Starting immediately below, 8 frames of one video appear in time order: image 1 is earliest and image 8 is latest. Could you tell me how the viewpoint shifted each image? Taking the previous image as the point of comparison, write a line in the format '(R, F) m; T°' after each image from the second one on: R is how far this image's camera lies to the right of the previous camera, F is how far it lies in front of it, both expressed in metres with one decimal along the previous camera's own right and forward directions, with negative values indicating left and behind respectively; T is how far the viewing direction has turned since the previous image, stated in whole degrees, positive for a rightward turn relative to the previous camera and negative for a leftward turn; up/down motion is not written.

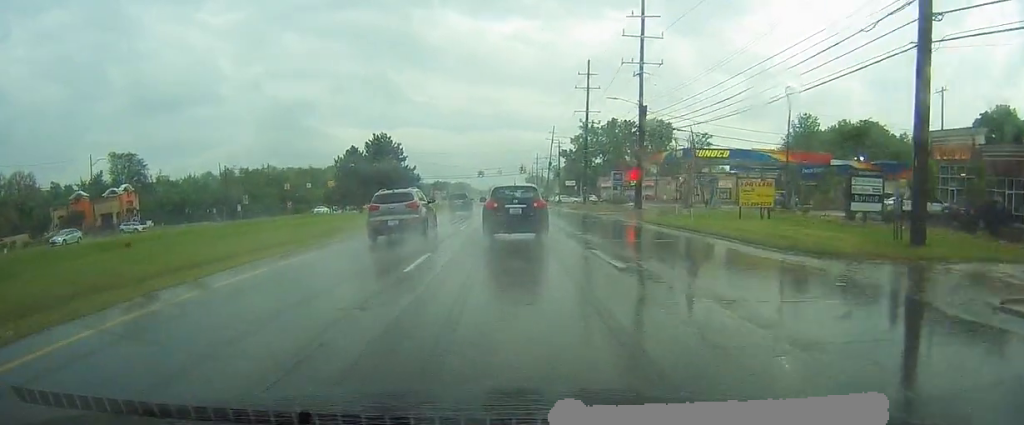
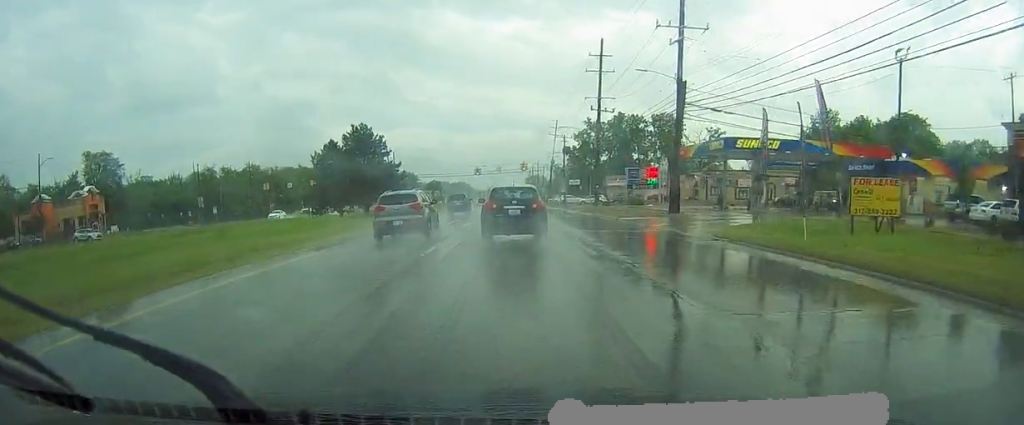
(0.0, +12.0) m; 0°
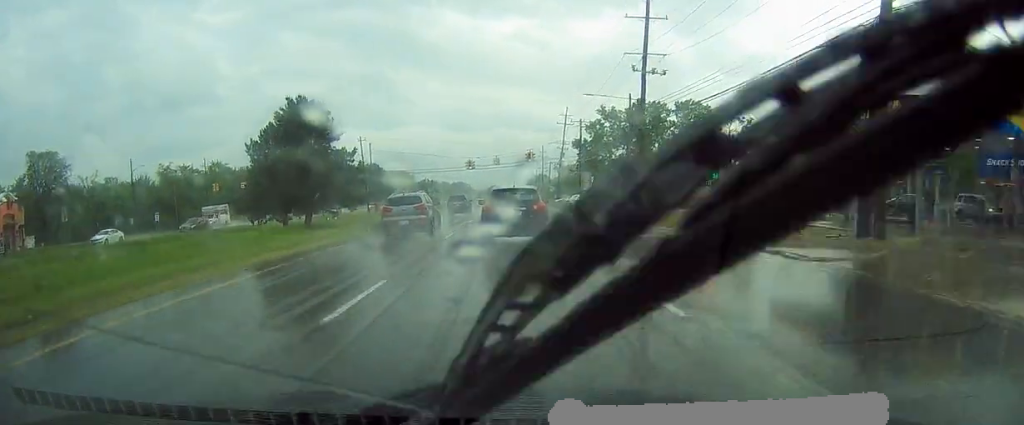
(0.0, +23.6) m; -1°
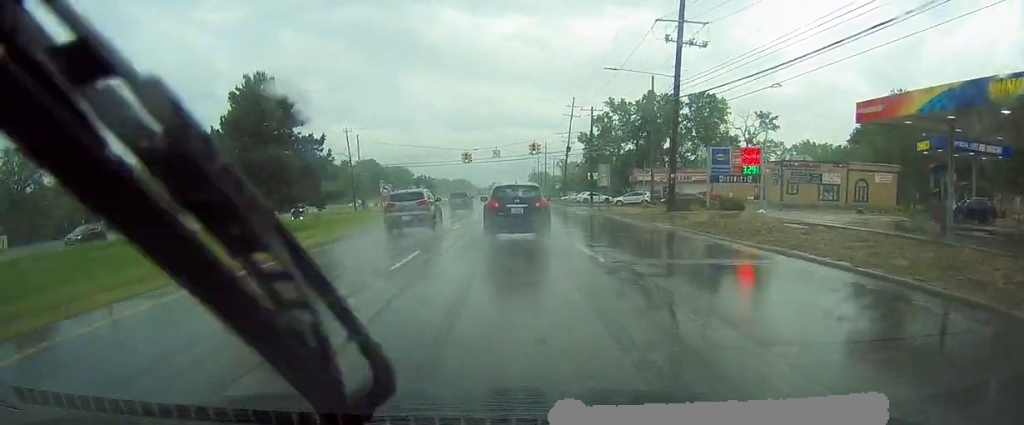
(-0.1, +9.8) m; 0°
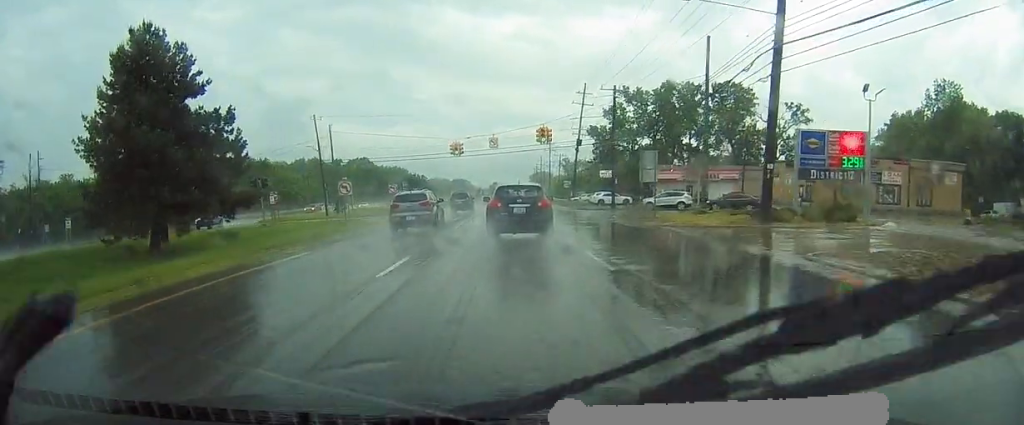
(-0.1, +15.7) m; +1°
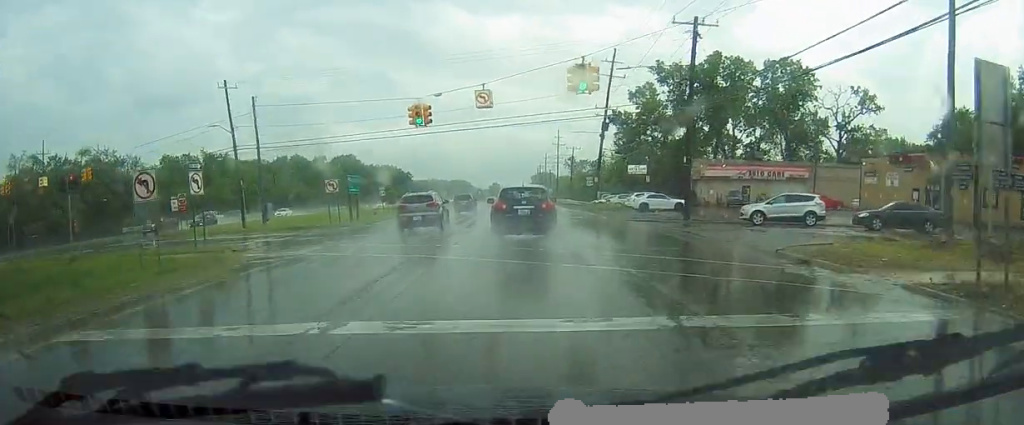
(+0.3, +26.1) m; 0°
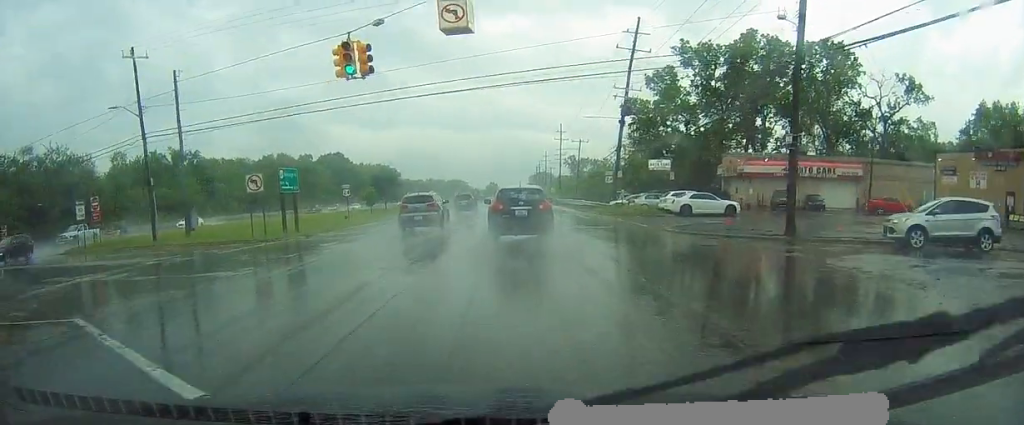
(-0.2, +14.5) m; 0°
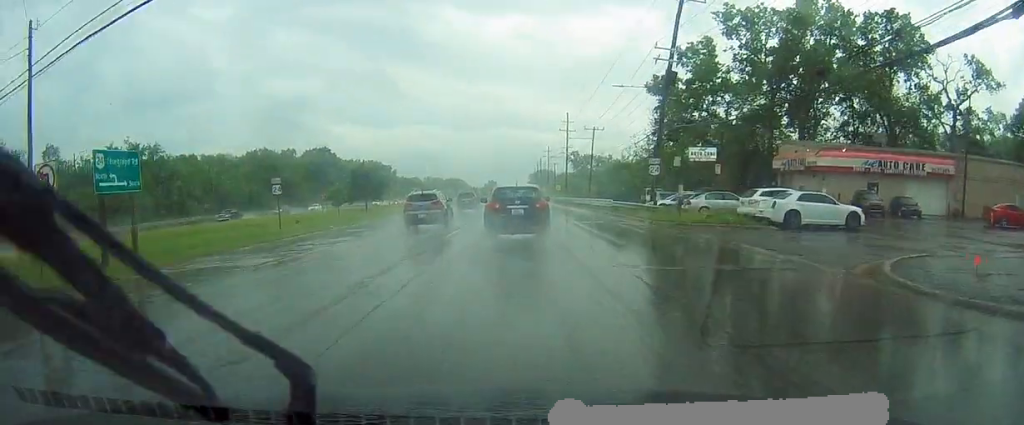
(+0.4, +17.1) m; 0°
